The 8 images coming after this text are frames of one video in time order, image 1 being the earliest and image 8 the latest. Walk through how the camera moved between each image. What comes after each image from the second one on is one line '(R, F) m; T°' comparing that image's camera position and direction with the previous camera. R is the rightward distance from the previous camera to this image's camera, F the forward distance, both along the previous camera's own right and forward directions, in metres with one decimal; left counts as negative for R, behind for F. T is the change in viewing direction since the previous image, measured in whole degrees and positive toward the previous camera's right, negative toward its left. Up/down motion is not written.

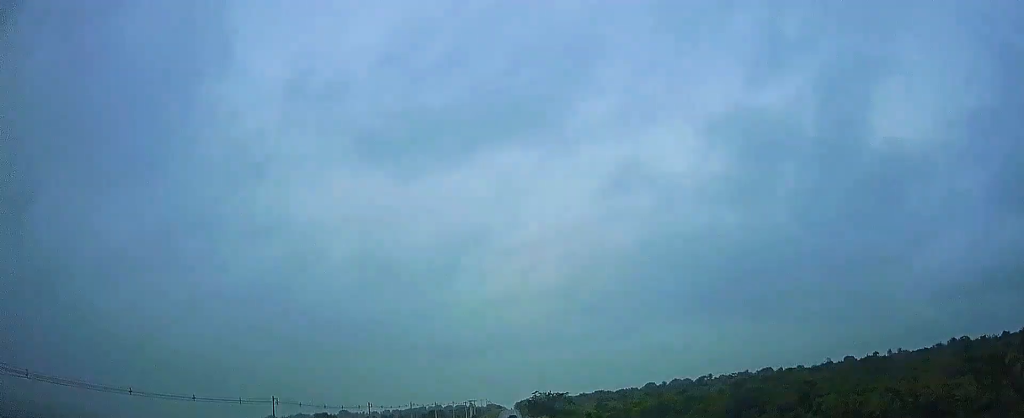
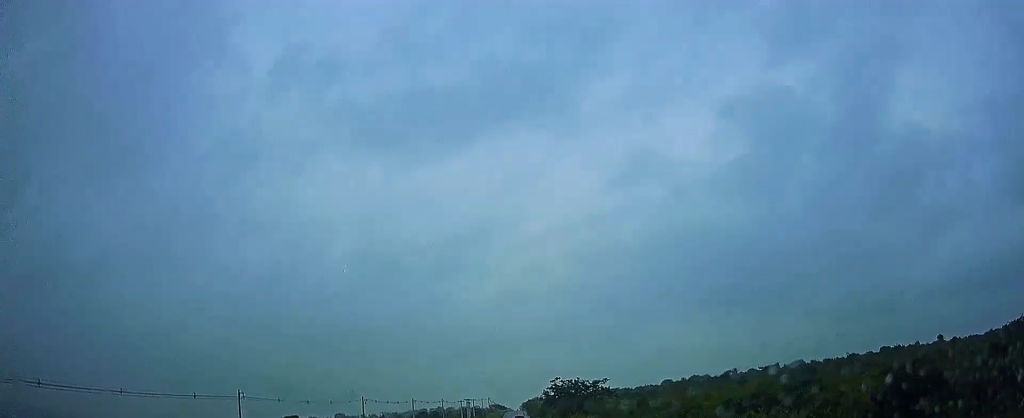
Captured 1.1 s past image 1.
(-0.5, +47.0) m; -1°
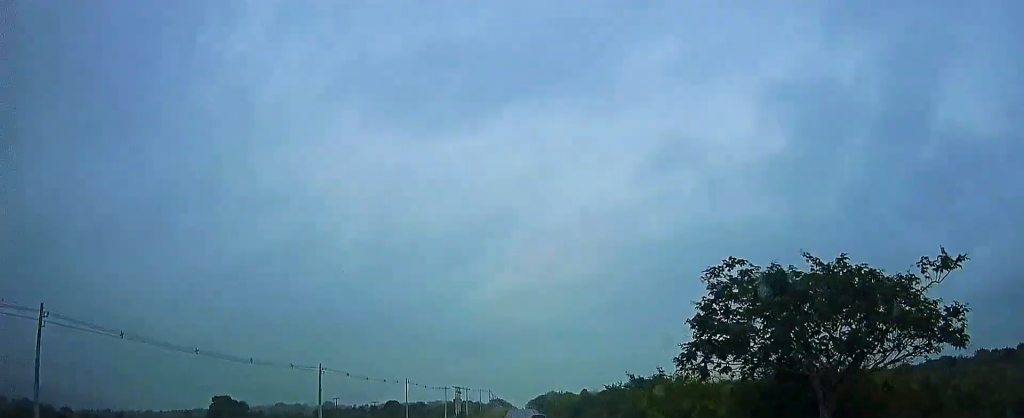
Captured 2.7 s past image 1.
(-0.1, +65.4) m; 0°
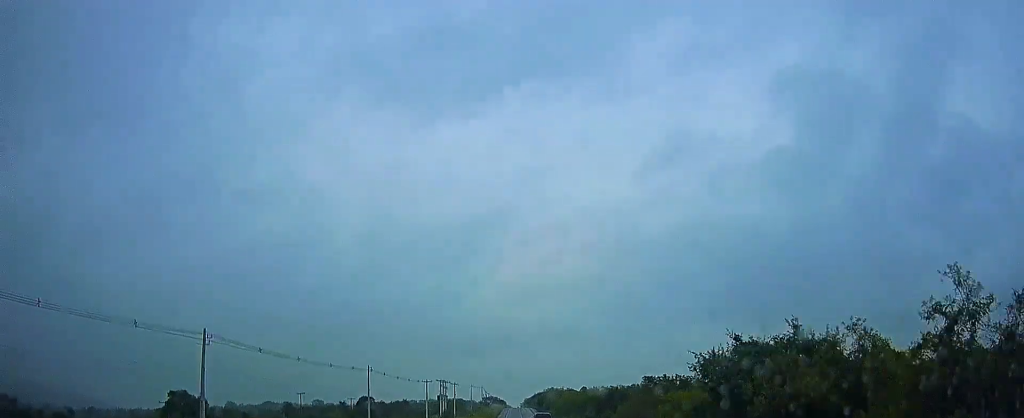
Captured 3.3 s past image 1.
(0.0, +23.7) m; 0°
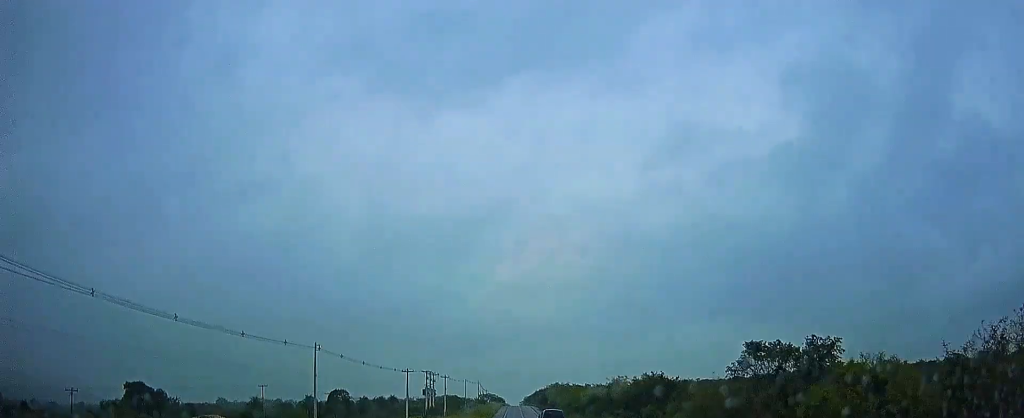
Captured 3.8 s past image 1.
(0.0, +21.0) m; 0°
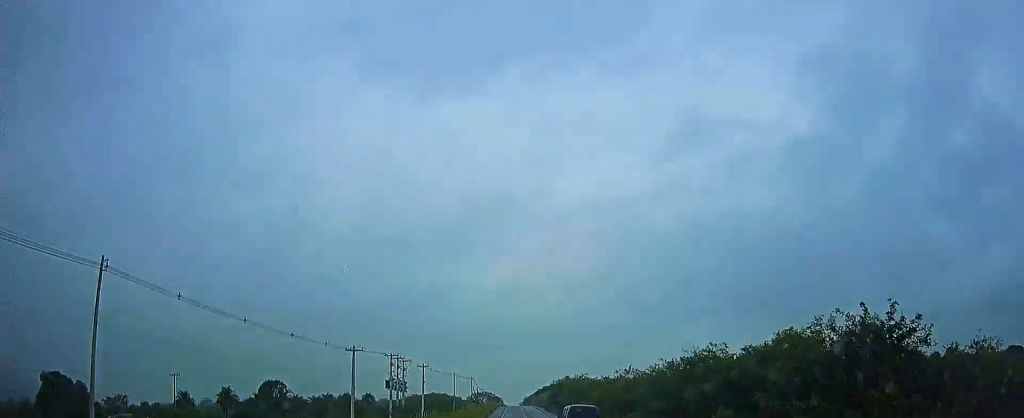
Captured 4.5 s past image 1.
(0.0, +32.2) m; 0°
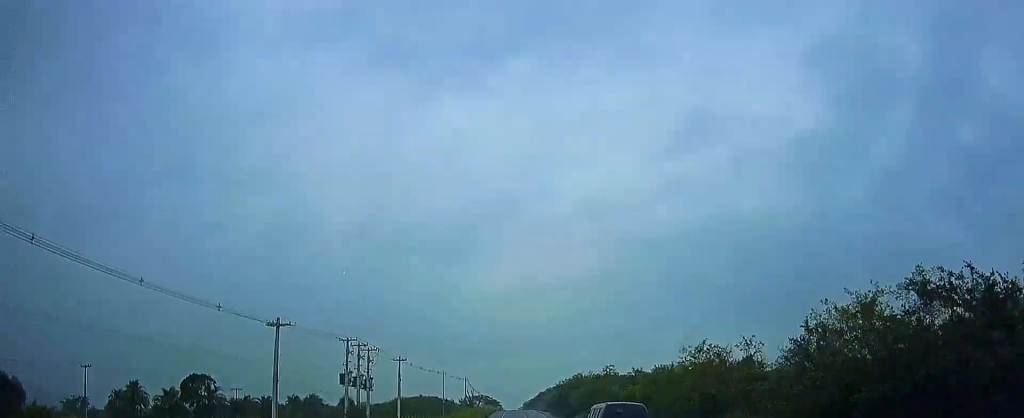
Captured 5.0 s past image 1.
(0.0, +20.9) m; 0°
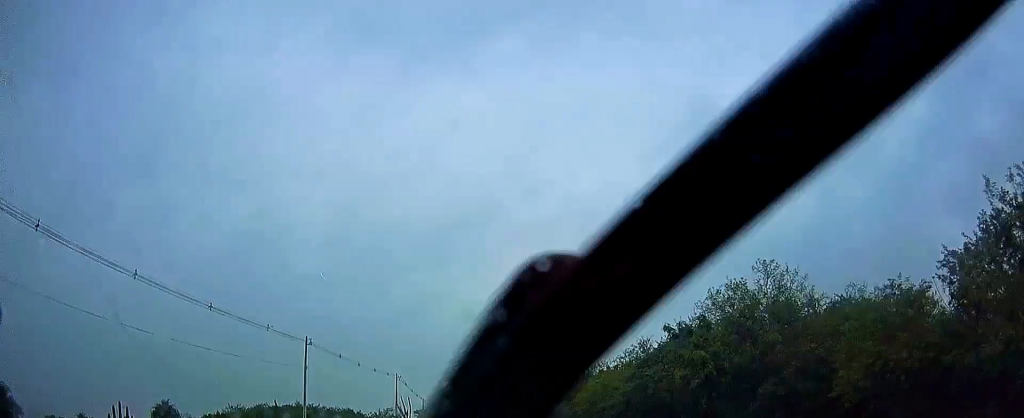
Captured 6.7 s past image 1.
(+0.6, +71.6) m; +1°
